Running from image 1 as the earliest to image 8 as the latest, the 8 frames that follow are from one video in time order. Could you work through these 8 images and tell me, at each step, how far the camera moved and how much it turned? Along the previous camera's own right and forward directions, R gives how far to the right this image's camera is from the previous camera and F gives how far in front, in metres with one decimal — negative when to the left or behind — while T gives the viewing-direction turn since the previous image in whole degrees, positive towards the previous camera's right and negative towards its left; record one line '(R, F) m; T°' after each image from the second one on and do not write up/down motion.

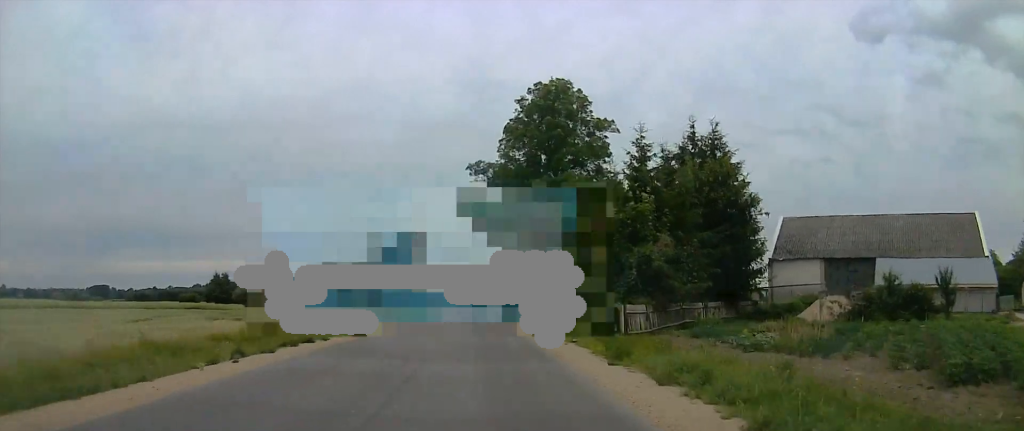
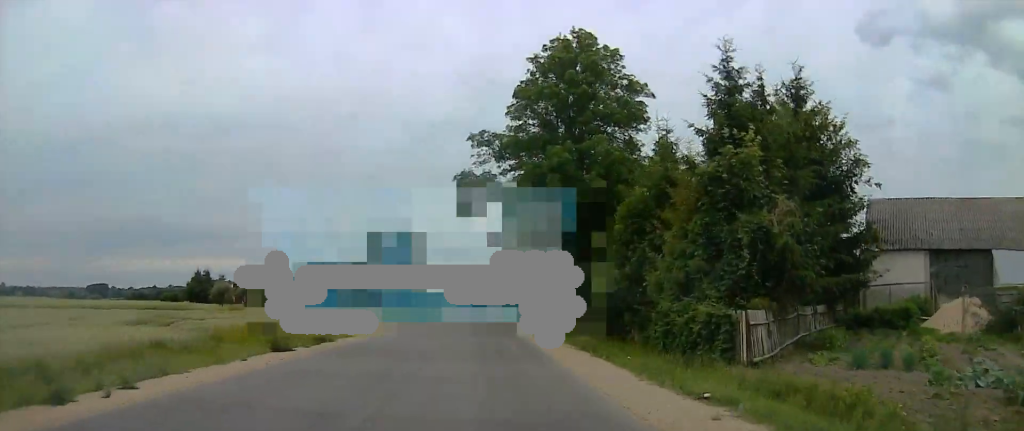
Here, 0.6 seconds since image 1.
(-0.4, +12.0) m; 0°
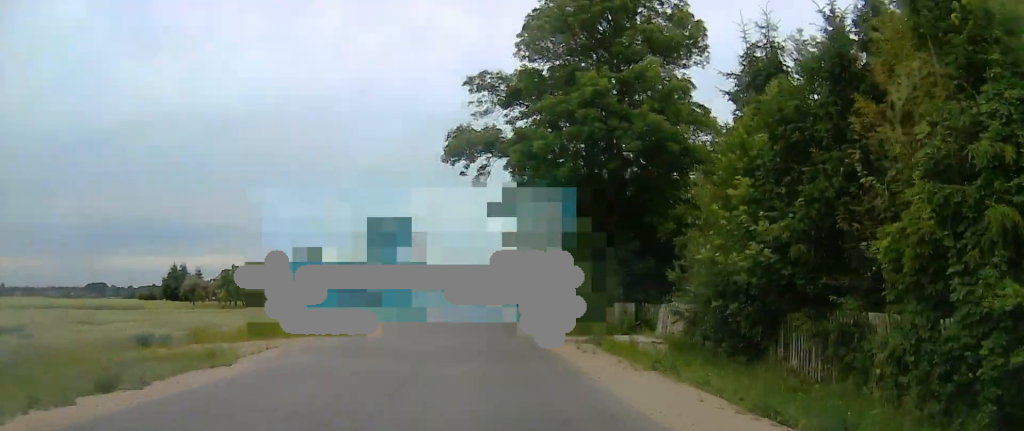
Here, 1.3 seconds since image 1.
(-0.1, +12.6) m; 0°
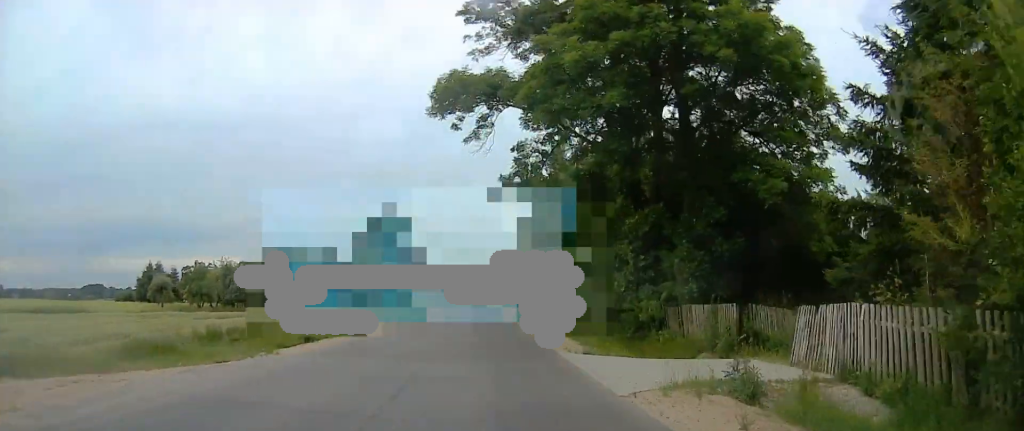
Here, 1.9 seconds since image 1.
(+0.3, +10.7) m; +1°
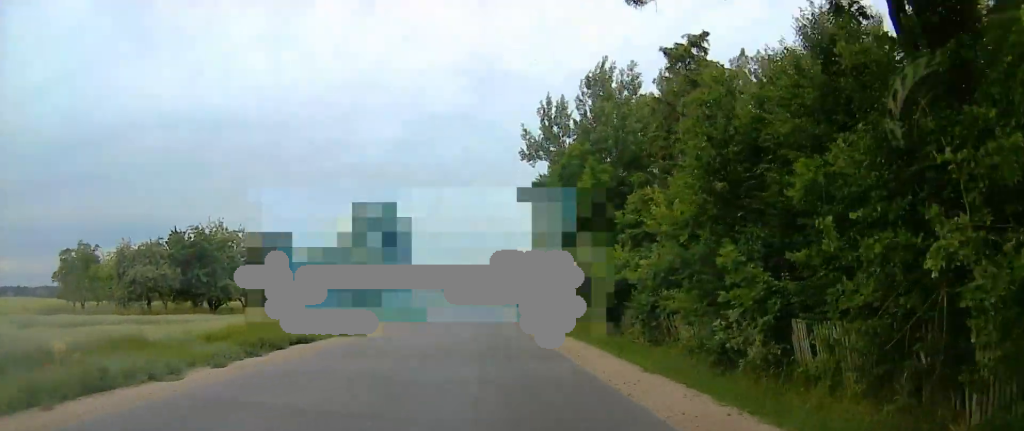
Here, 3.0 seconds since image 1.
(-0.1, +21.4) m; -1°
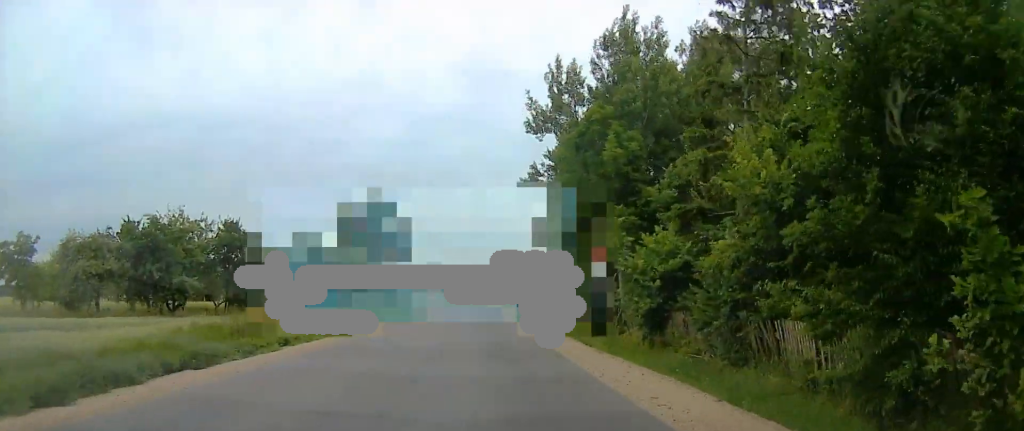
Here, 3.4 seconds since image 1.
(0.0, +7.2) m; 0°
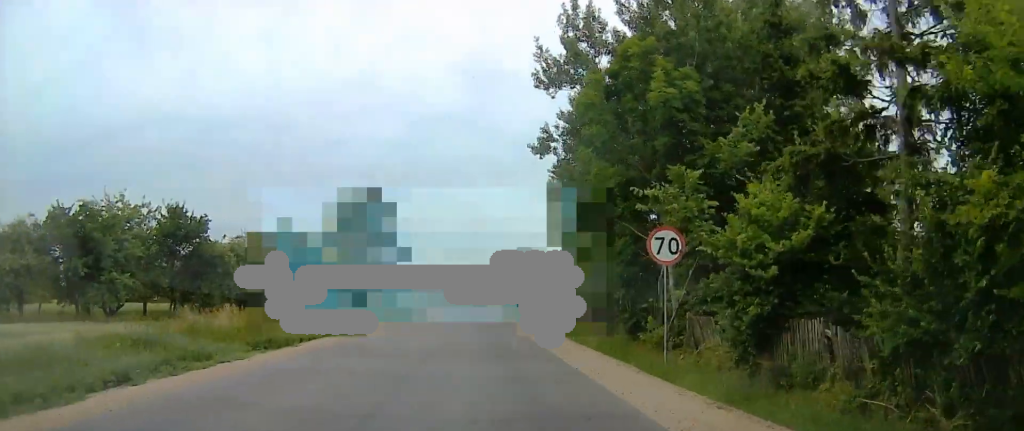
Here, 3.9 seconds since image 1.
(-0.1, +8.4) m; +1°
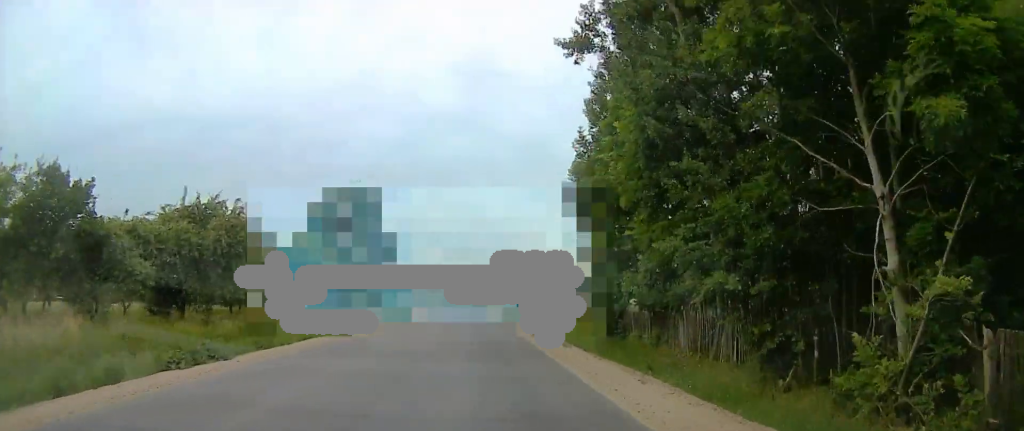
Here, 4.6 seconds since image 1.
(+0.2, +12.3) m; +1°
